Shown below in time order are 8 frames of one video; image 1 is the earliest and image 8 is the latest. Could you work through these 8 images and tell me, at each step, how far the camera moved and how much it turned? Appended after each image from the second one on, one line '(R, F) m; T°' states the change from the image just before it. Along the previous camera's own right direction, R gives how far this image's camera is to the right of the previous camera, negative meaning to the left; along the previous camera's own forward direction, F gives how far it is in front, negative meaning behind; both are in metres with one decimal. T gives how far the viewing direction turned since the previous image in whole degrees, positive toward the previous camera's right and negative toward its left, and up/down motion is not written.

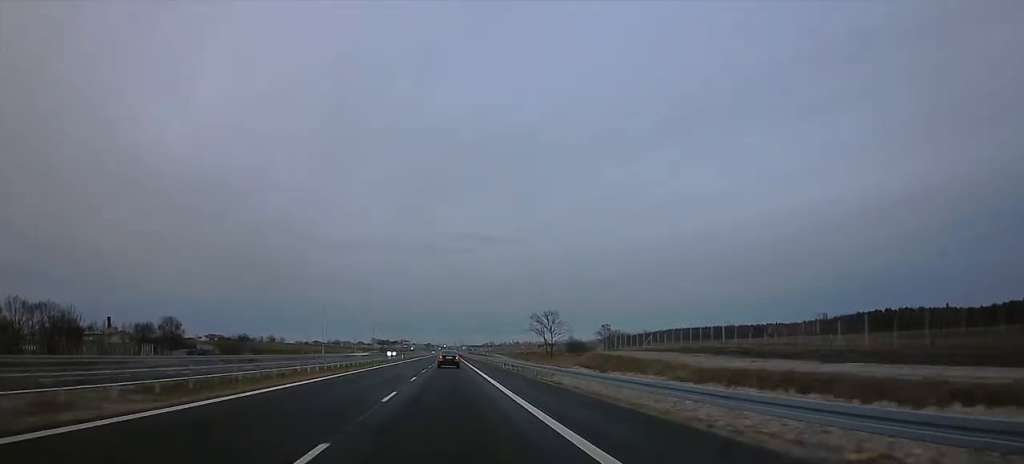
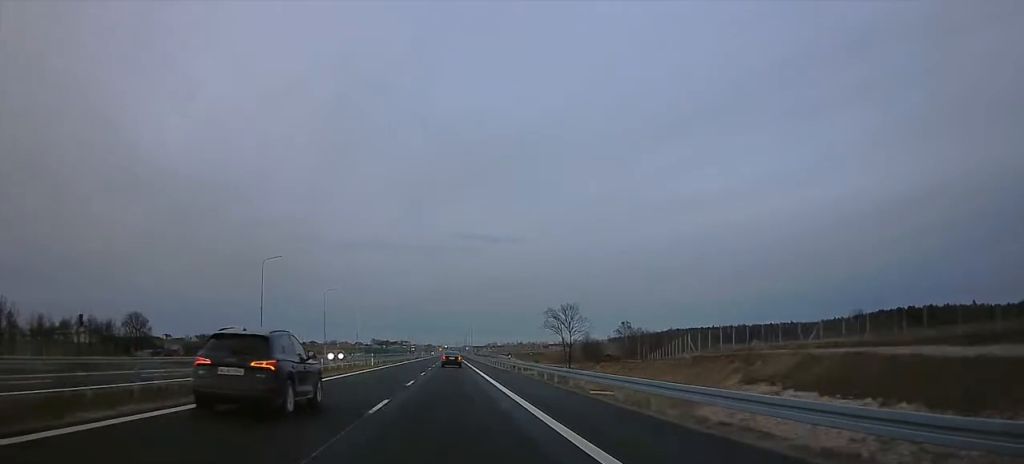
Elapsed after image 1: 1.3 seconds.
(+0.2, +39.2) m; -1°
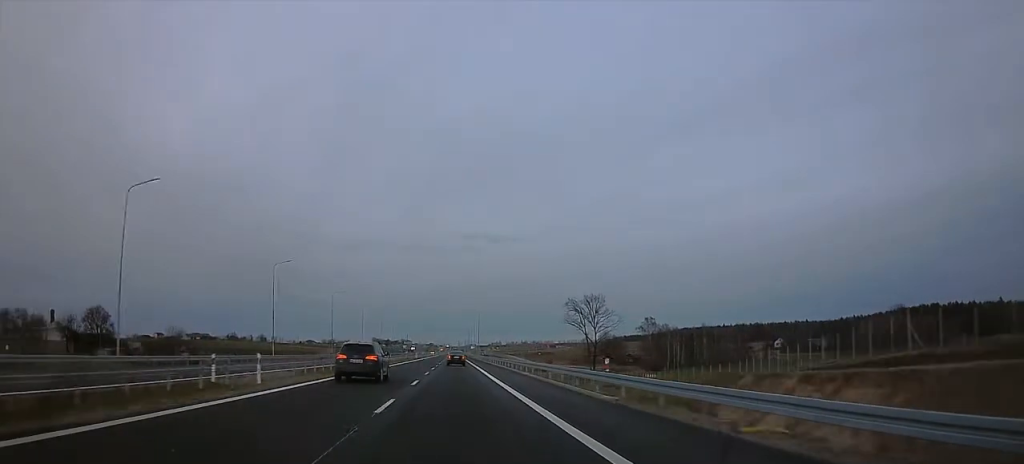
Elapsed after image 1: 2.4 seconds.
(-0.5, +36.1) m; -1°
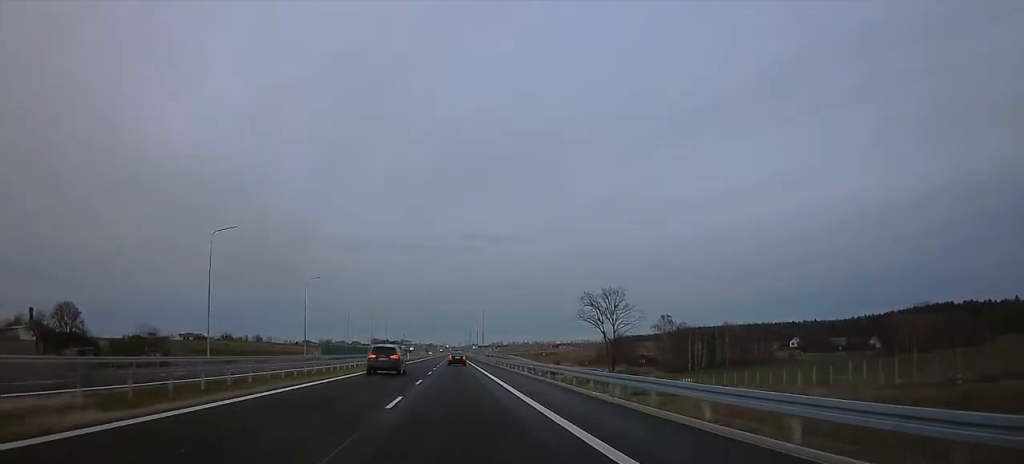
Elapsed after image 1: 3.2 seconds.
(0.0, +22.8) m; 0°
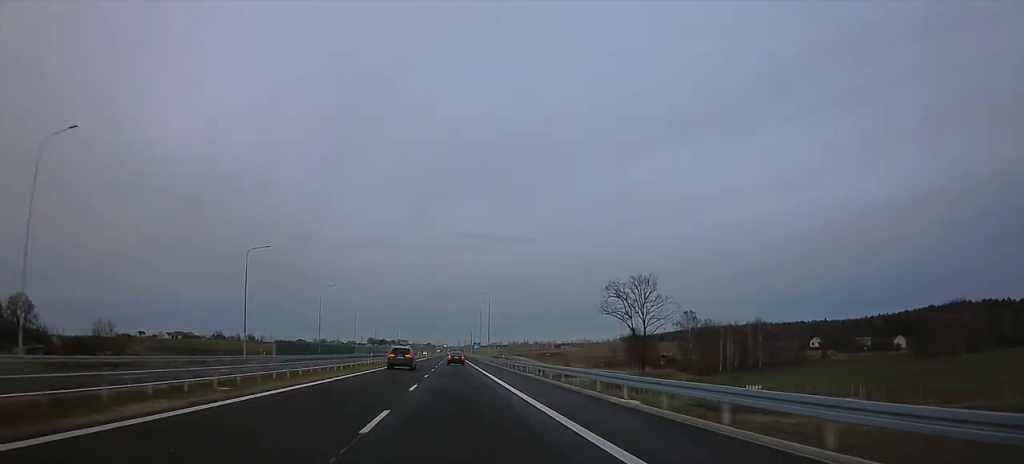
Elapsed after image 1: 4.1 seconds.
(0.0, +29.0) m; 0°
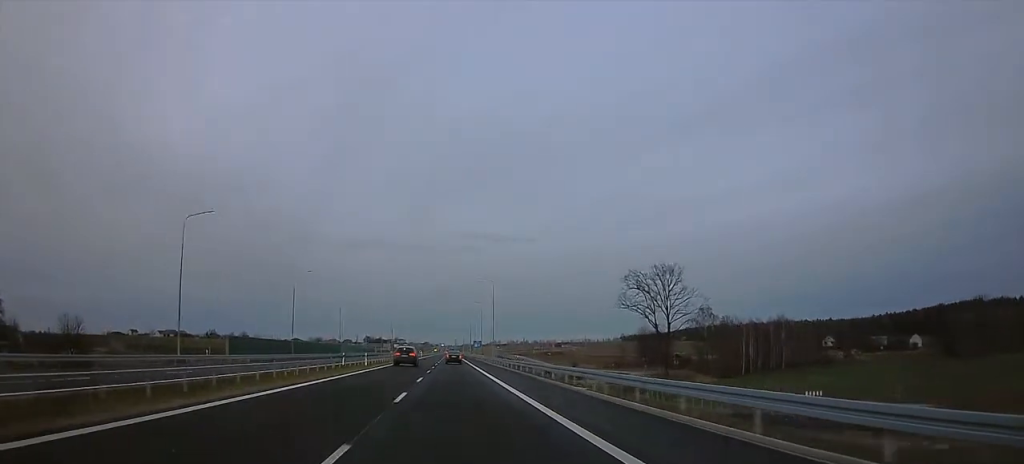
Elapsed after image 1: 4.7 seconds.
(0.0, +17.6) m; 0°
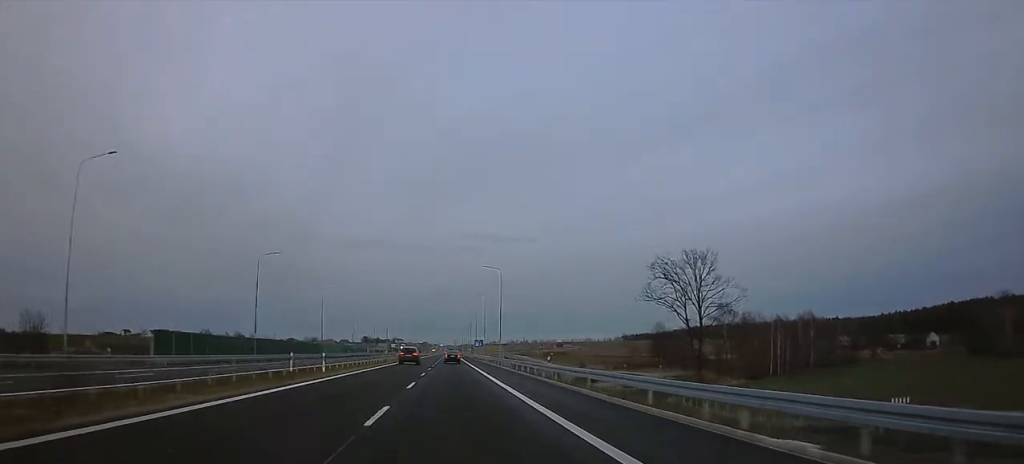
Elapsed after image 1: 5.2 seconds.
(0.0, +17.6) m; 0°
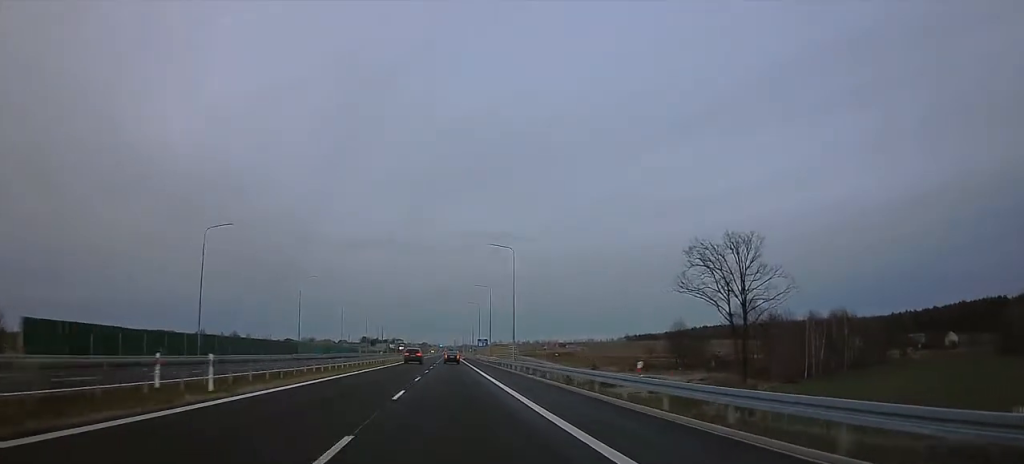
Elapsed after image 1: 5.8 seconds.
(0.0, +17.6) m; 0°
